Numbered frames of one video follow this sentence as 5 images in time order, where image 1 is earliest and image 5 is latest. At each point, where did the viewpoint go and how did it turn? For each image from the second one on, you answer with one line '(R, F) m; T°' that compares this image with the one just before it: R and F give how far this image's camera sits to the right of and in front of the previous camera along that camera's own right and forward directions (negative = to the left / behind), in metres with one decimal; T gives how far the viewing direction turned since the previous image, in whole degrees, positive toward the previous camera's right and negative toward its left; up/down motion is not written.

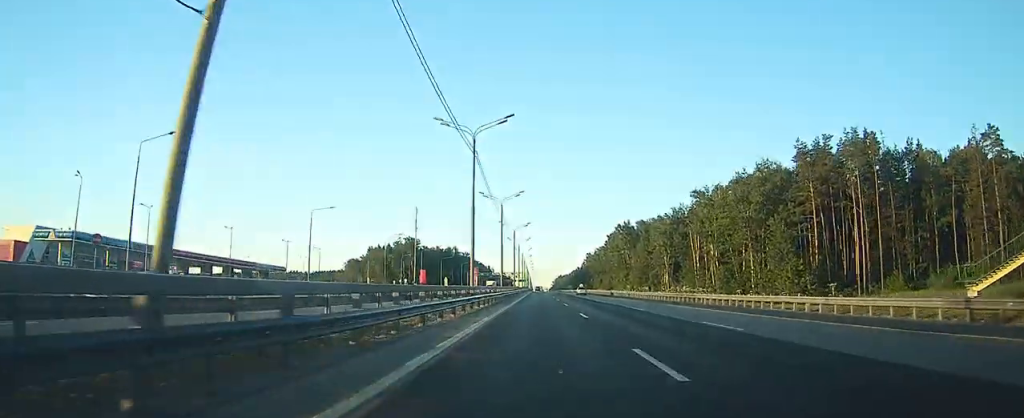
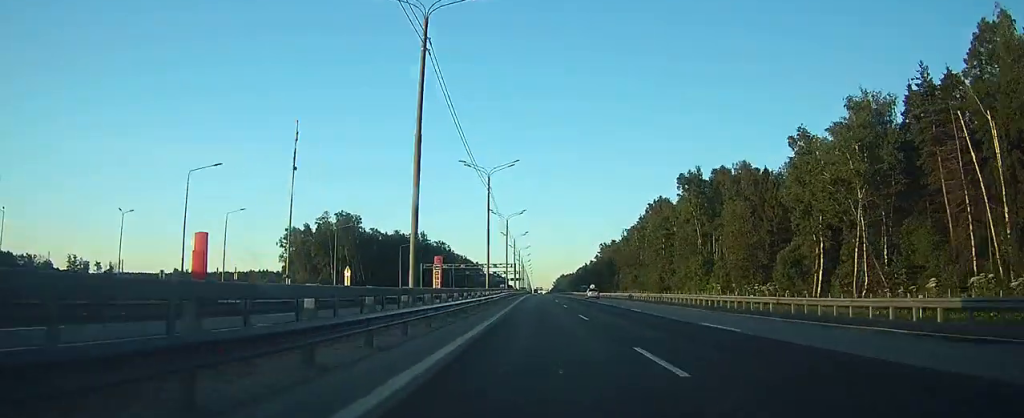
(-0.6, +95.6) m; -1°
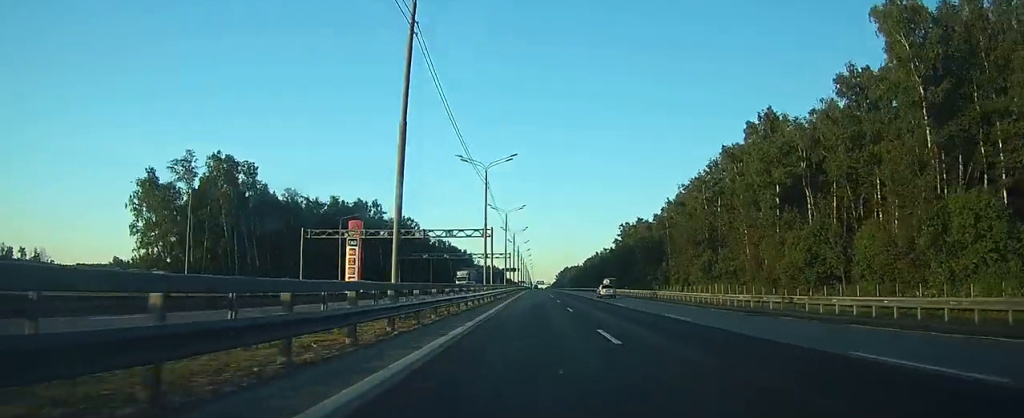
(-0.4, +75.2) m; 0°
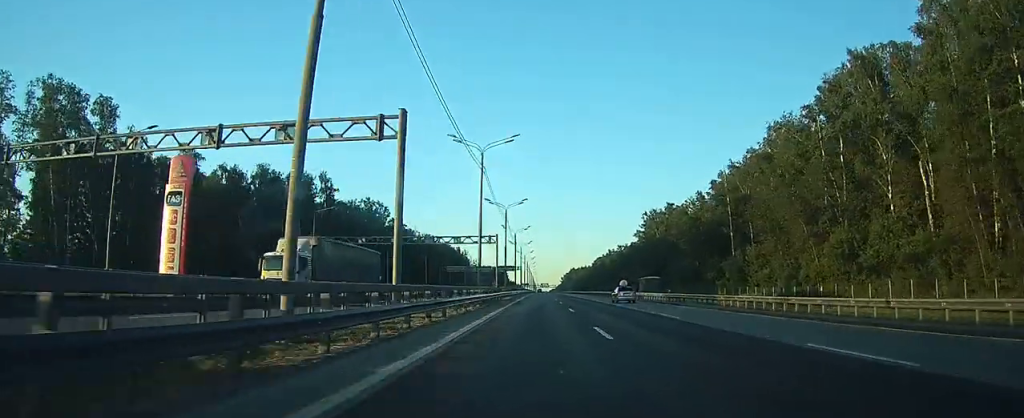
(-0.1, +46.4) m; 0°
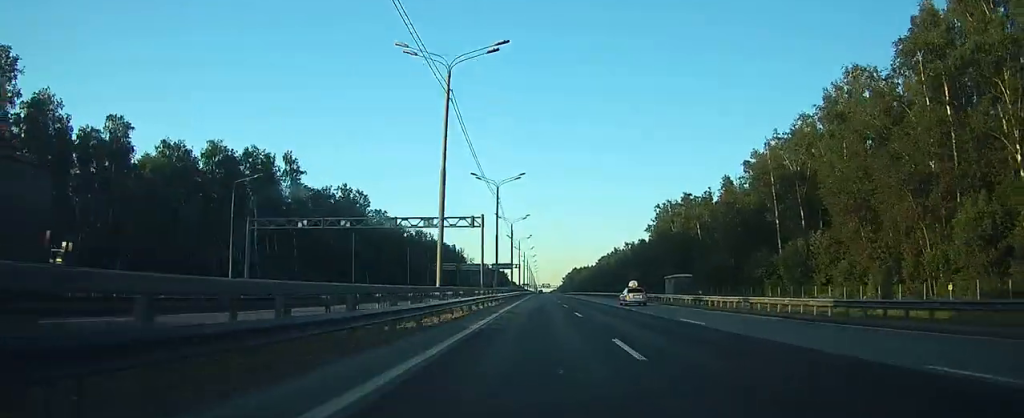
(0.0, +19.9) m; 0°
